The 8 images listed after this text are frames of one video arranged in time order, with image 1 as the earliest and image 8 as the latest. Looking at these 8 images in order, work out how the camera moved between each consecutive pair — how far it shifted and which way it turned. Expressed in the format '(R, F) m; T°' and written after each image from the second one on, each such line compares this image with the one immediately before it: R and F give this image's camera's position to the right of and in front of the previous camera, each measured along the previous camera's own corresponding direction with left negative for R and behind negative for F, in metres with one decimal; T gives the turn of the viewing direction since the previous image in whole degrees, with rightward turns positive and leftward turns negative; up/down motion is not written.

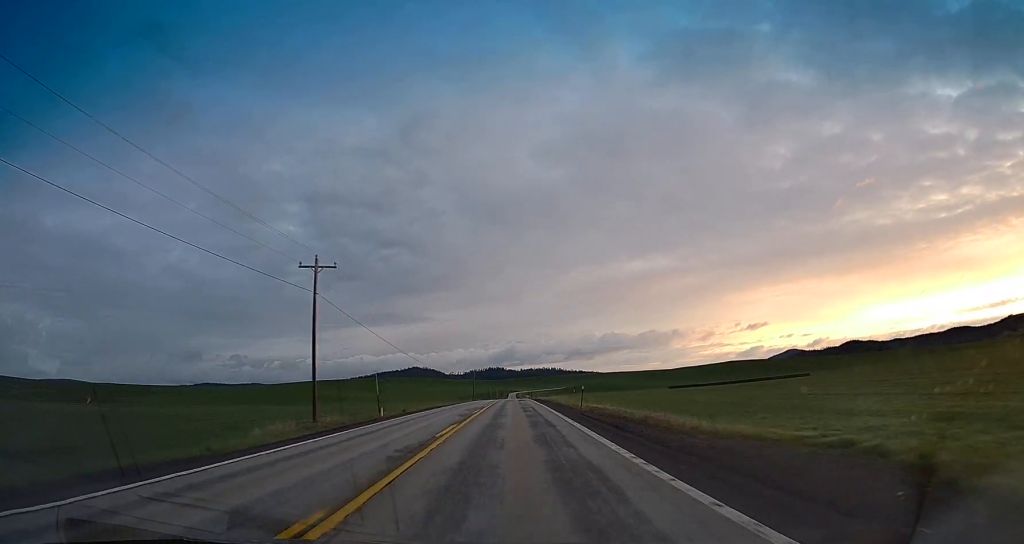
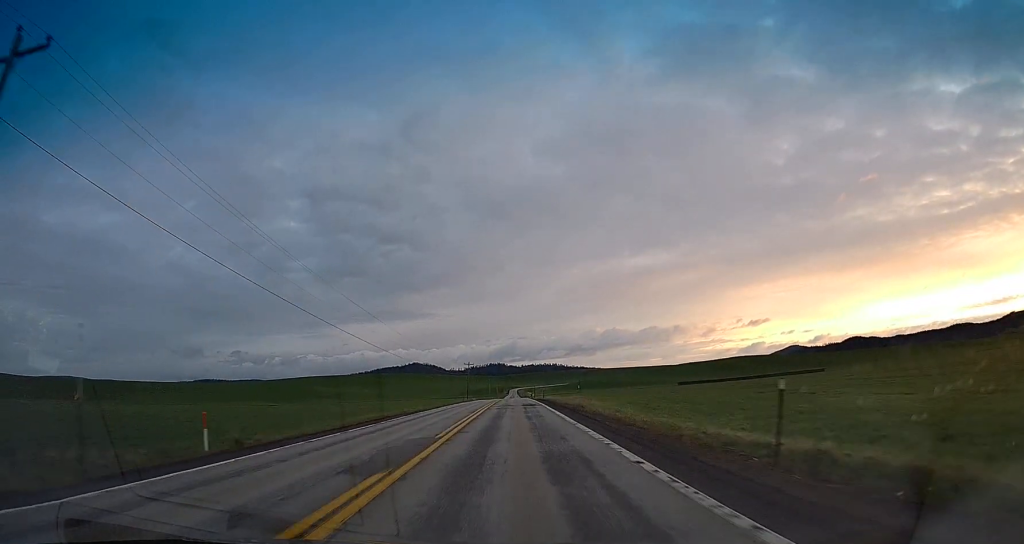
(0.0, +27.2) m; 0°
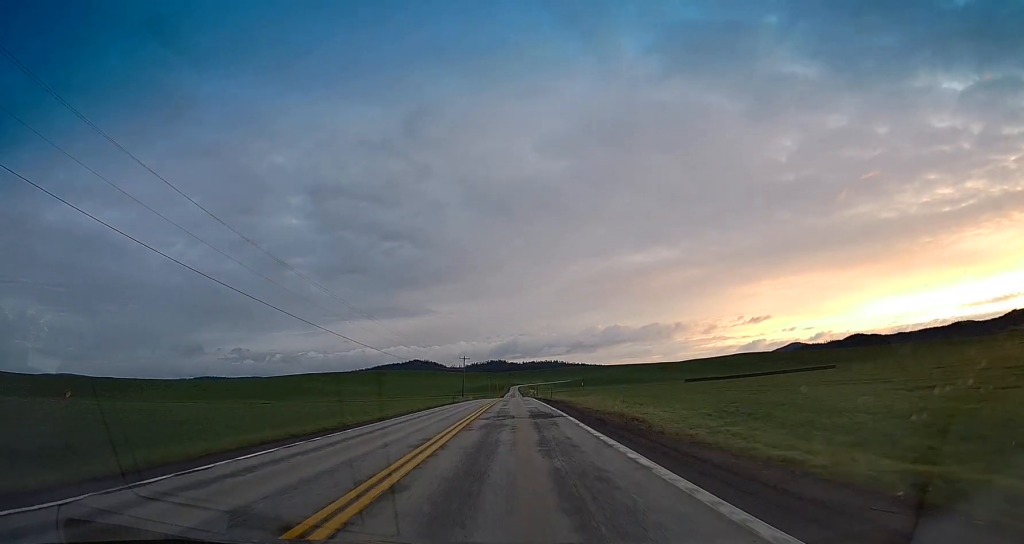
(0.0, +17.7) m; 0°
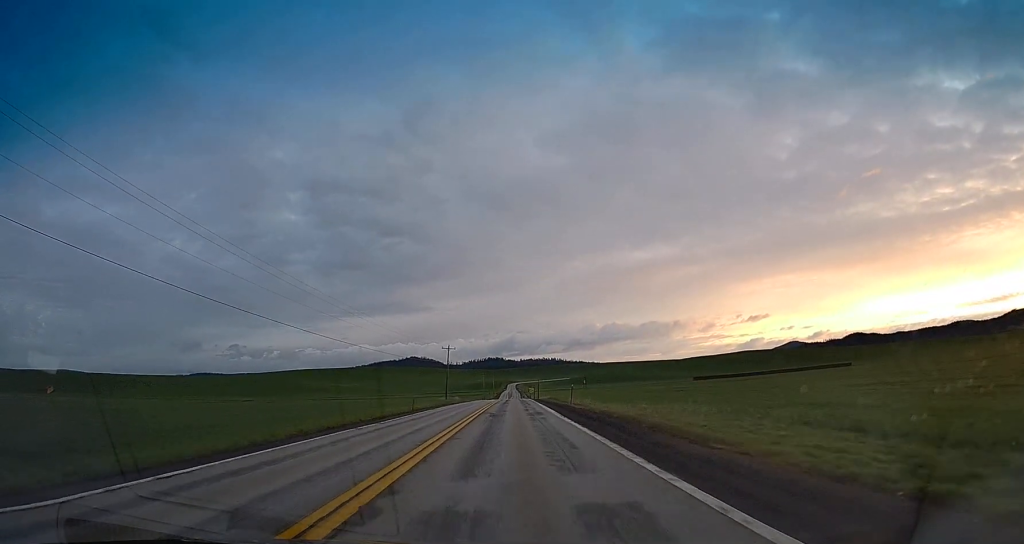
(0.0, +30.1) m; 0°
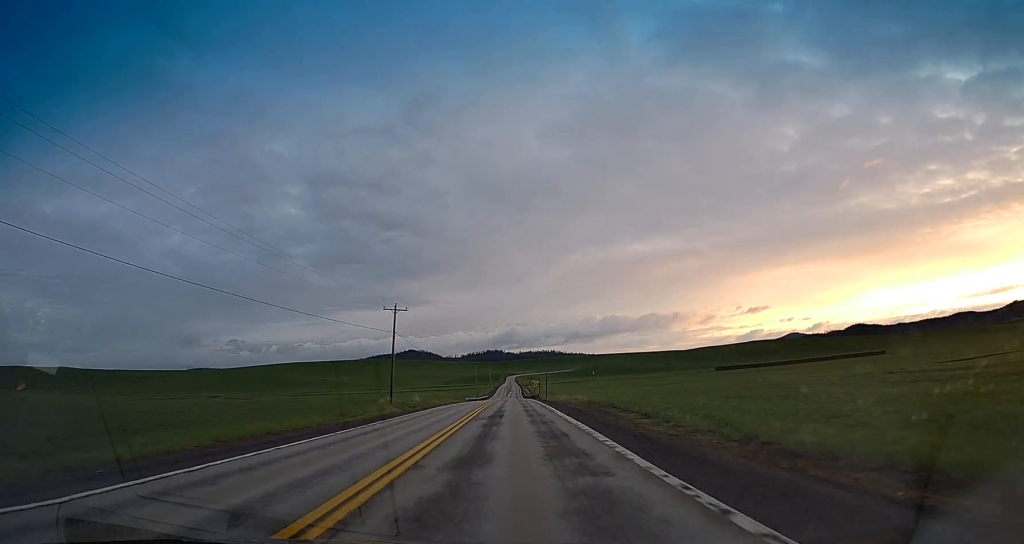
(0.0, +50.4) m; 0°
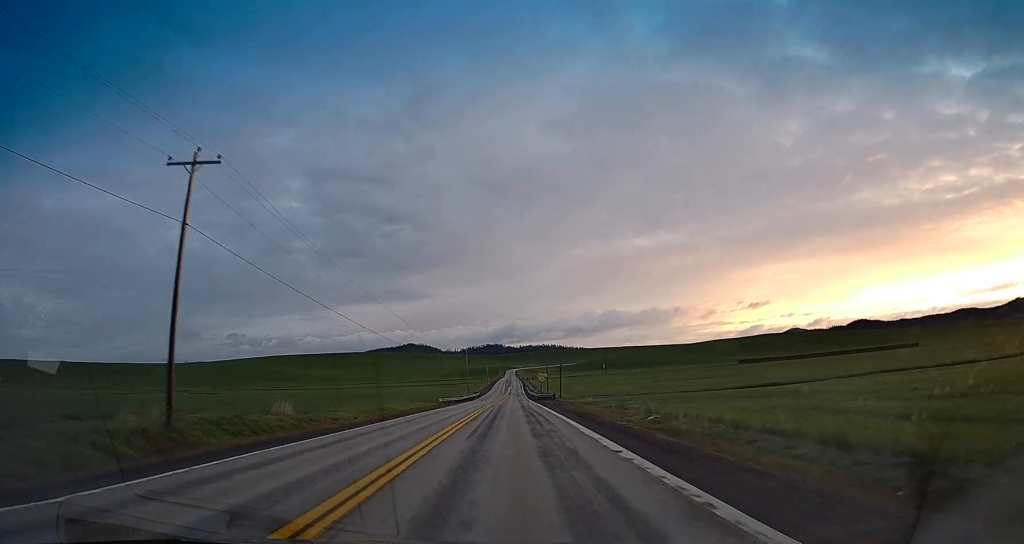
(0.0, +41.9) m; 0°
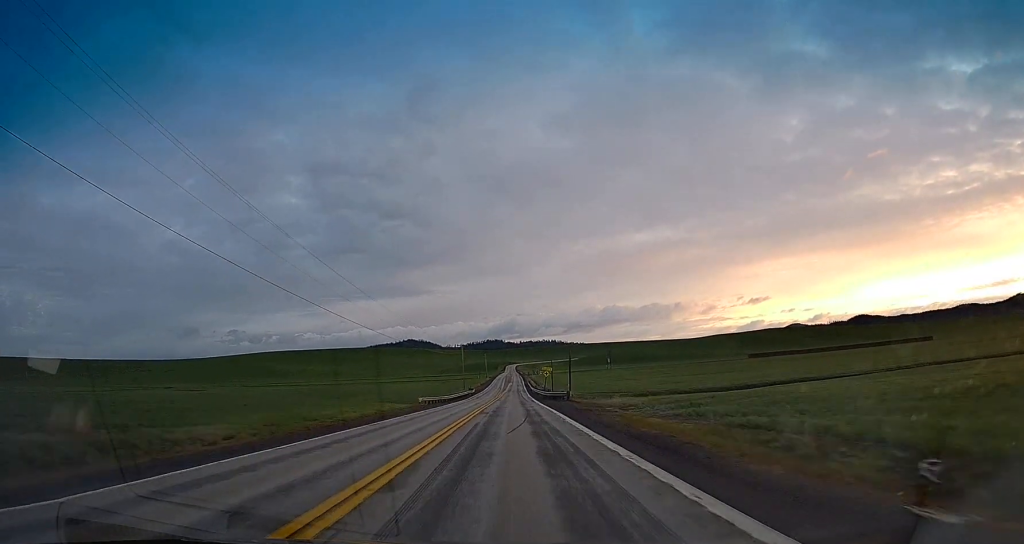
(0.0, +16.2) m; 0°
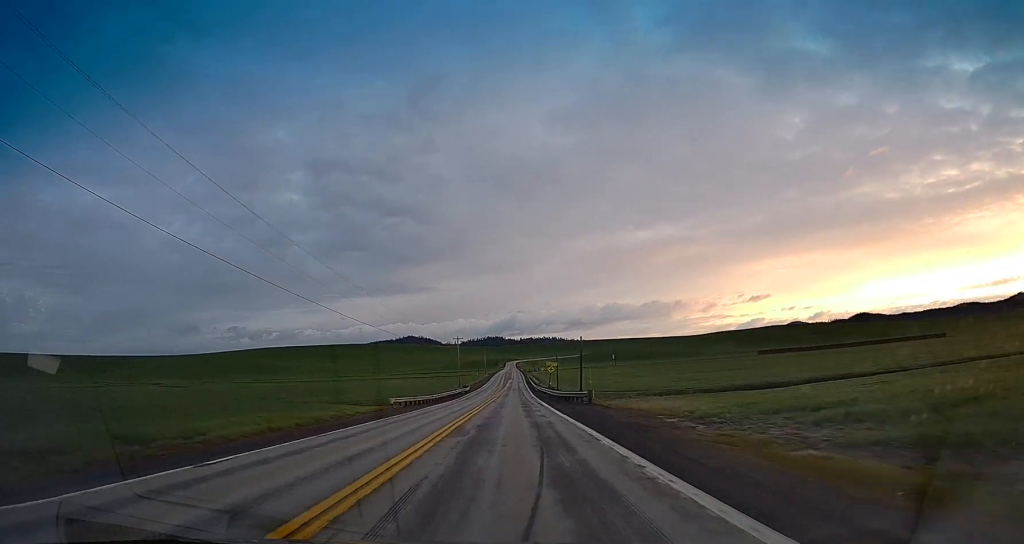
(0.0, +13.5) m; 0°
